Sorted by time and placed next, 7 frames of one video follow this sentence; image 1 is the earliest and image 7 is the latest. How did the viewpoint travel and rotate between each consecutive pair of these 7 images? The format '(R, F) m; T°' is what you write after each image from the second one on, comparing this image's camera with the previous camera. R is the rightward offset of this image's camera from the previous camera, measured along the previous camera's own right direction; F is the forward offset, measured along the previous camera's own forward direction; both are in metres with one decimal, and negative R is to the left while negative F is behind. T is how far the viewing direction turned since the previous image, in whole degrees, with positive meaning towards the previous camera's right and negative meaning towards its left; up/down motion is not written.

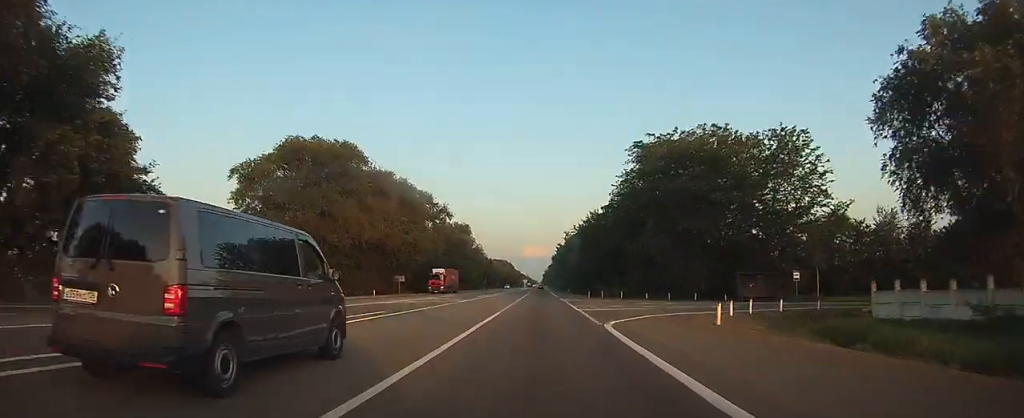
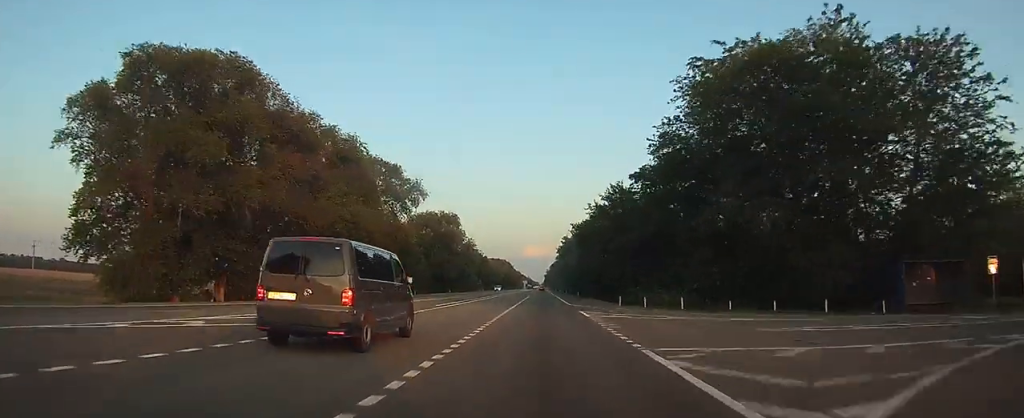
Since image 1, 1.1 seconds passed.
(0.0, +25.8) m; 0°
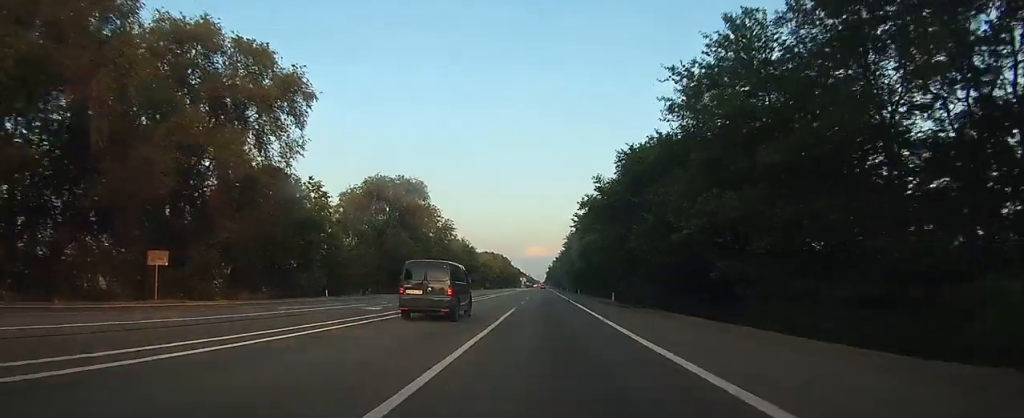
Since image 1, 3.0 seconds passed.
(0.0, +42.9) m; -1°
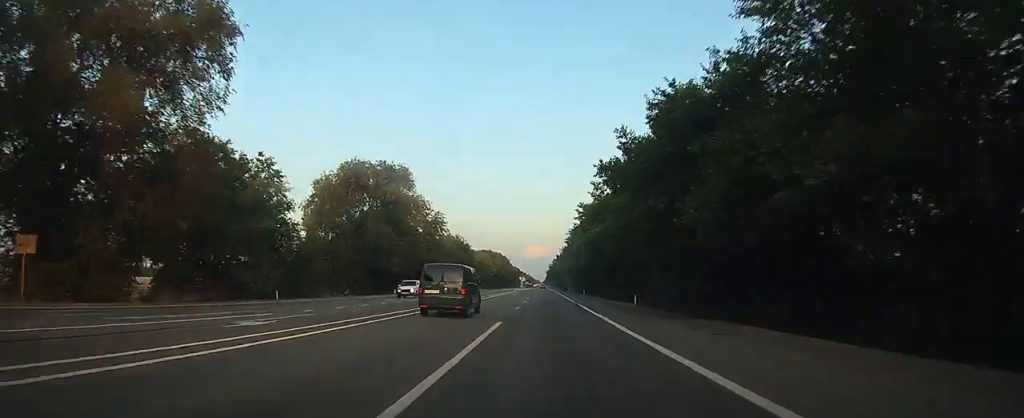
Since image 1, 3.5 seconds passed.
(0.0, +11.5) m; 0°
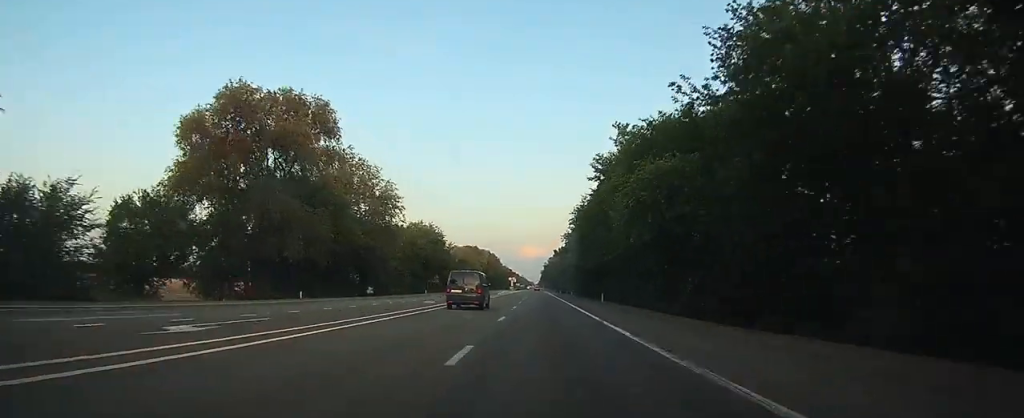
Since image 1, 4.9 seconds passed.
(-0.1, +32.5) m; 0°
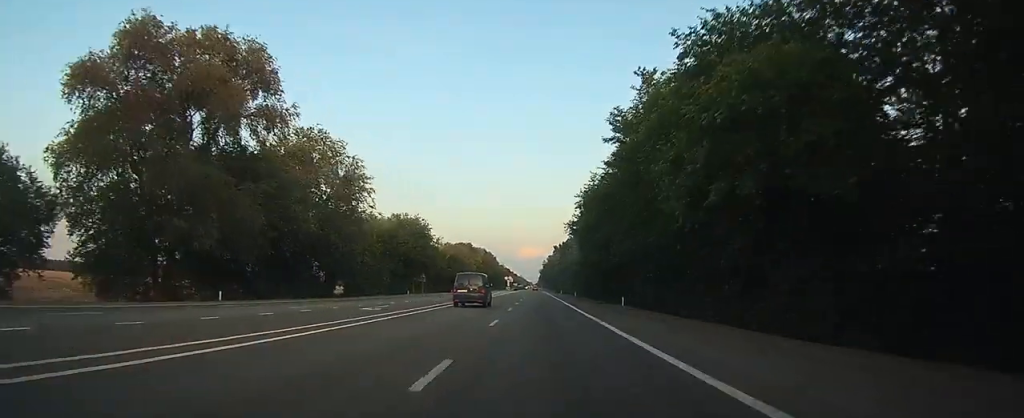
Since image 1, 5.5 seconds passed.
(+0.1, +14.1) m; 0°
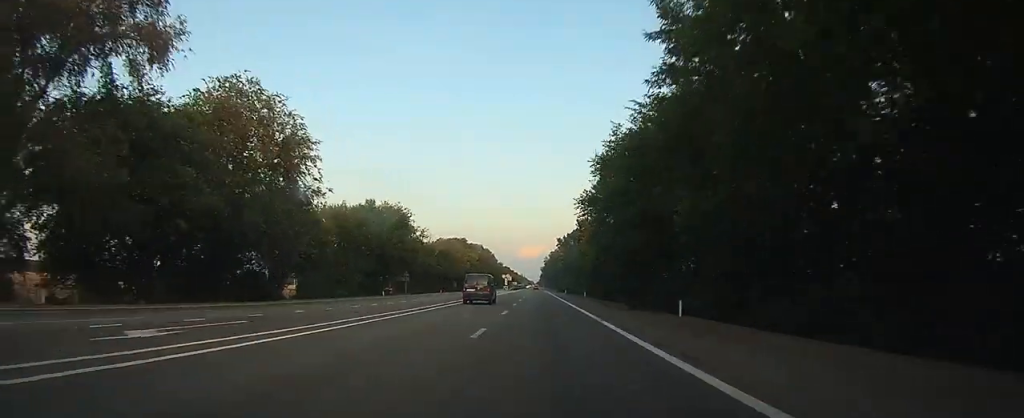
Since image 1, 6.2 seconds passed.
(+0.1, +16.6) m; 0°
